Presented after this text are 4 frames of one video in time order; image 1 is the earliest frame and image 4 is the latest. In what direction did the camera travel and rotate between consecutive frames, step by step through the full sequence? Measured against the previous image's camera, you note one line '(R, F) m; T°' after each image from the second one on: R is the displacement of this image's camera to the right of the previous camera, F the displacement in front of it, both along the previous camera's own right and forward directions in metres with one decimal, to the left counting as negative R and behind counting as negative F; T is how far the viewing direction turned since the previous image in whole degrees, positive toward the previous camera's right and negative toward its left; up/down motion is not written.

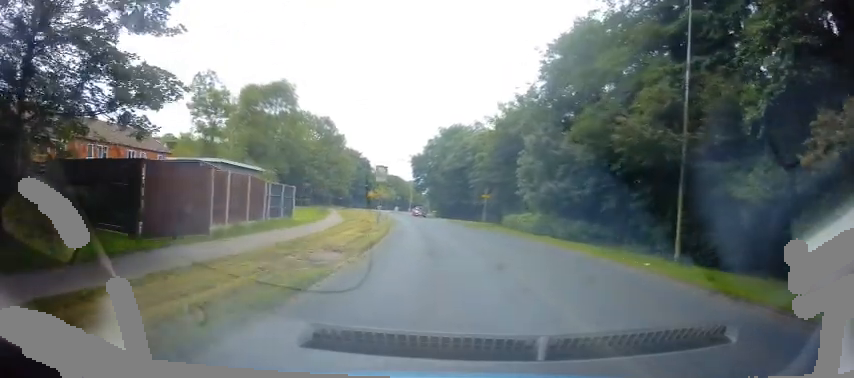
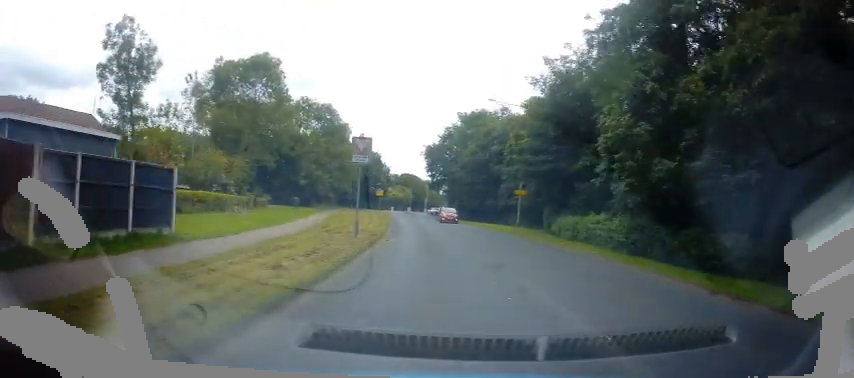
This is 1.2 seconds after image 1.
(-0.4, +12.4) m; -1°
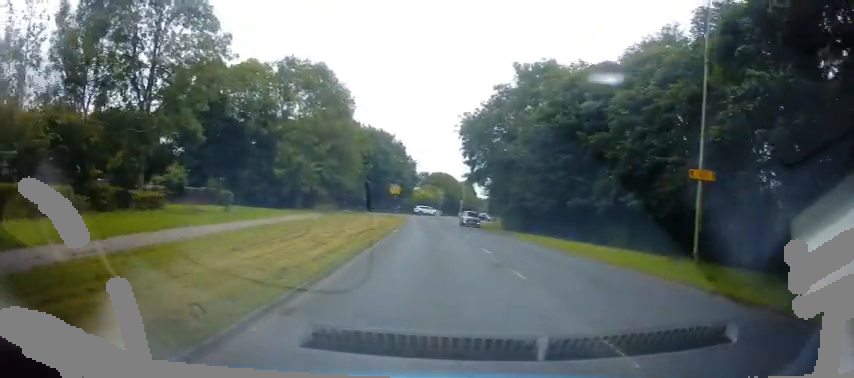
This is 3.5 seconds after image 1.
(-0.8, +24.0) m; -5°
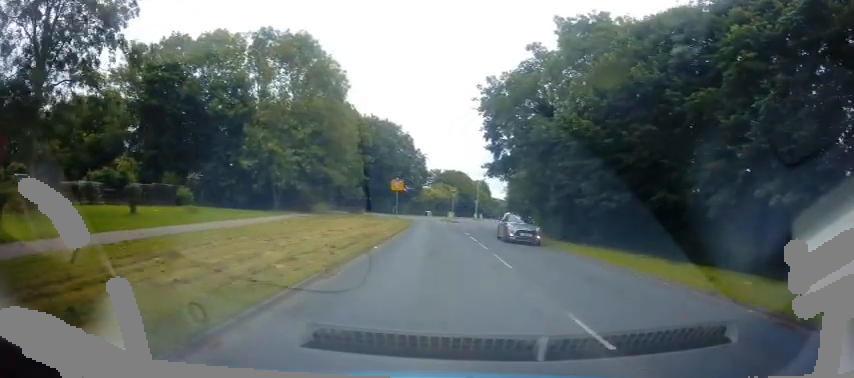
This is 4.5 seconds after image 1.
(0.0, +10.9) m; +1°
